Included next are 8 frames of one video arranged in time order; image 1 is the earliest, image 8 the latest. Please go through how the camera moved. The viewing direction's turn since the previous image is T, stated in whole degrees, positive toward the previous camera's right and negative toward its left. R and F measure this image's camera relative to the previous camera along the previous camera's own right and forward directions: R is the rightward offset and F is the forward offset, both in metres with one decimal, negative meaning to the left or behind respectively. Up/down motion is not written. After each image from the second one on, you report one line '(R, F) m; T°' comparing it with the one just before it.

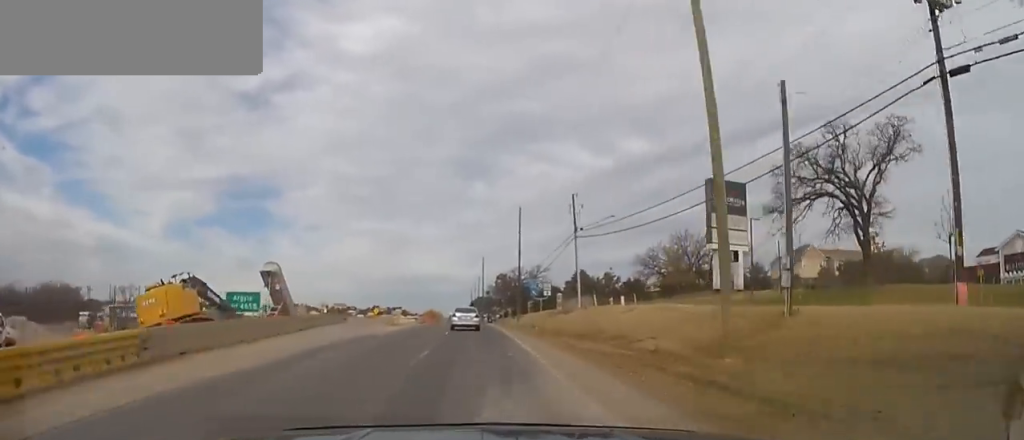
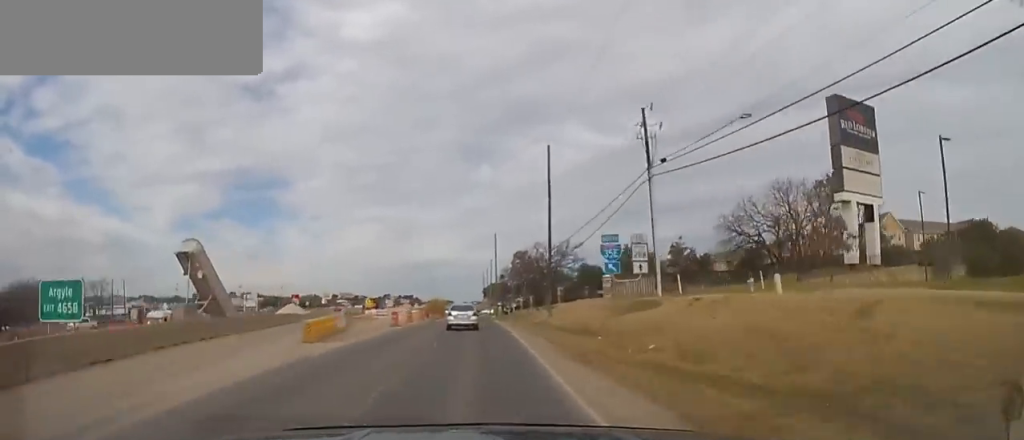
(-0.1, +21.3) m; 0°
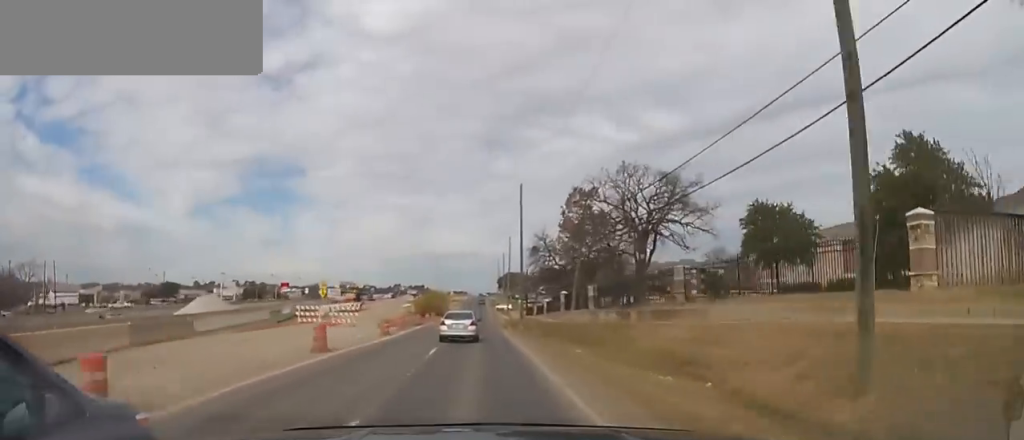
(+0.2, +36.5) m; 0°
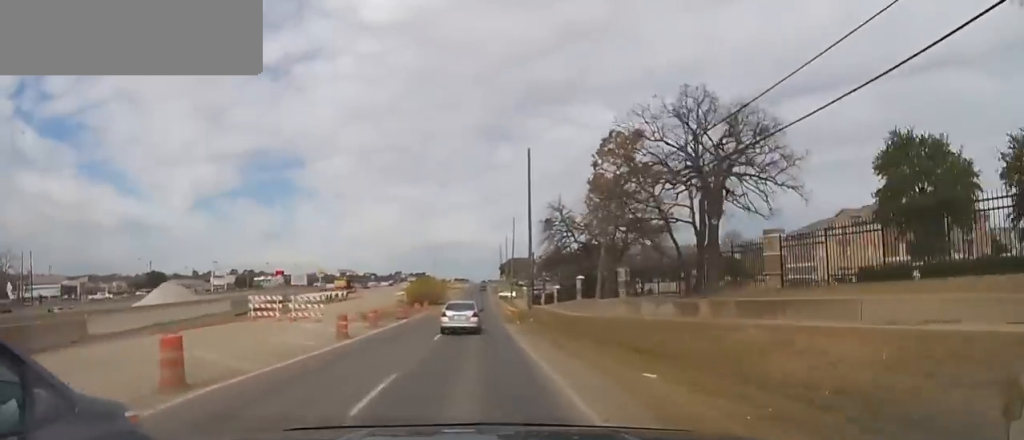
(+0.1, +9.4) m; 0°
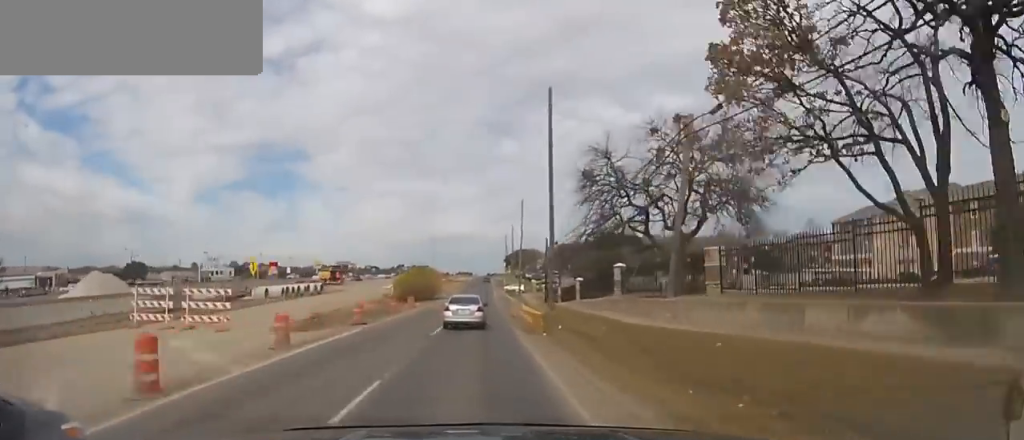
(-0.2, +13.7) m; -1°
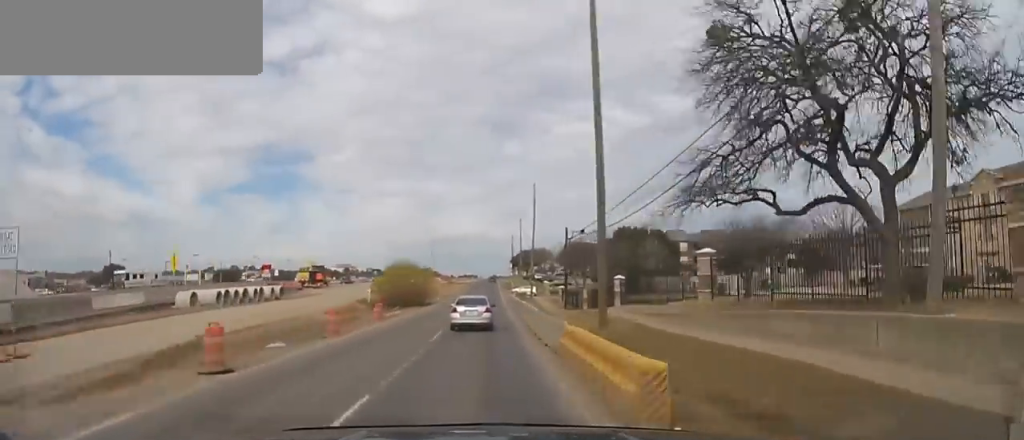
(-0.1, +14.4) m; -1°
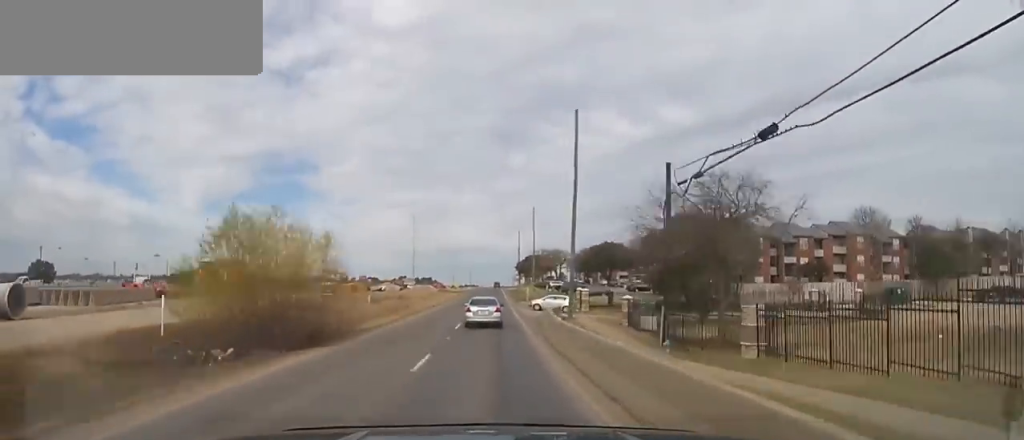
(-0.3, +33.8) m; -1°
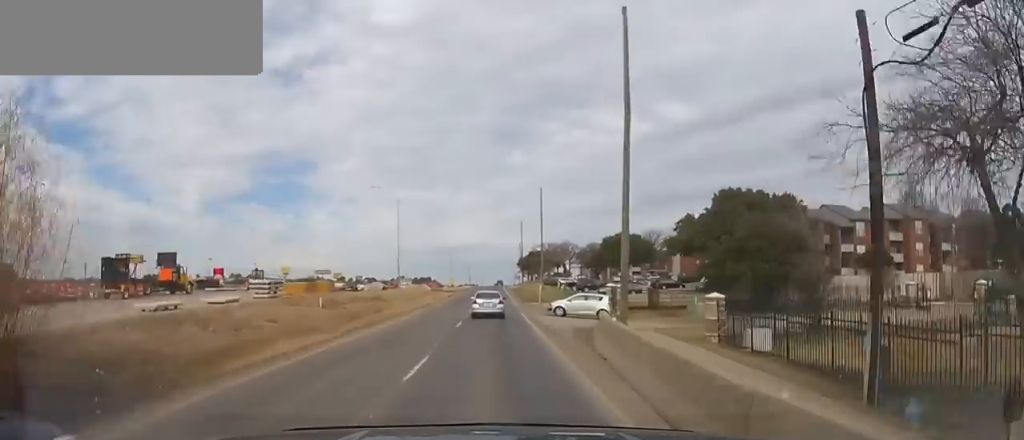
(-0.1, +17.0) m; -1°
